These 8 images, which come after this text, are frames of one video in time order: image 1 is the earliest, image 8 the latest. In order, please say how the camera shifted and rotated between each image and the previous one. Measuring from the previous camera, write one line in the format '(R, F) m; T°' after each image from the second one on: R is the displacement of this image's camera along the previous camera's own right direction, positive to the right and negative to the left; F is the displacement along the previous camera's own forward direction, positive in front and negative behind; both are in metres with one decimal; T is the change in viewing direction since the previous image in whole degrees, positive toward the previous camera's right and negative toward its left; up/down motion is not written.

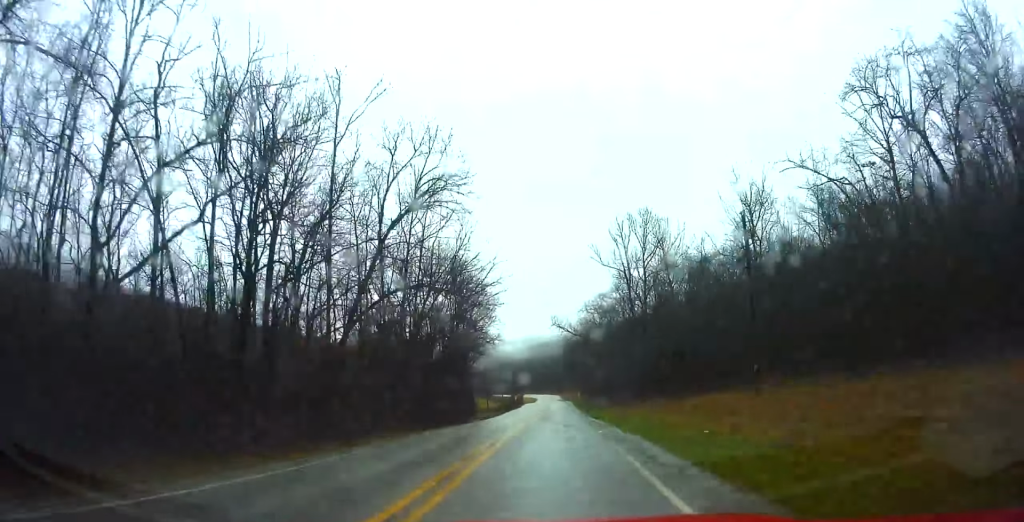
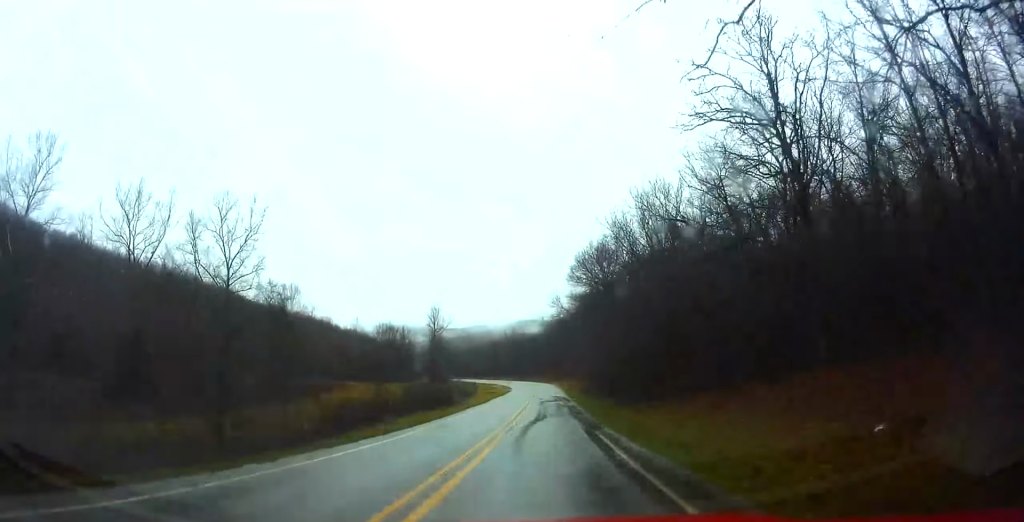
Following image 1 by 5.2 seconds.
(+4.6, +131.7) m; +2°
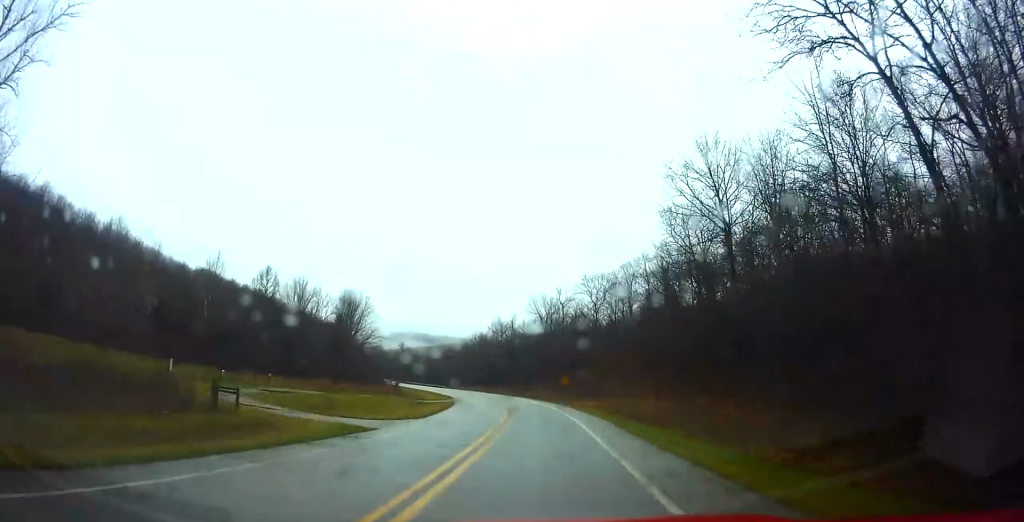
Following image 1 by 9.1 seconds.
(-1.1, +100.8) m; -3°
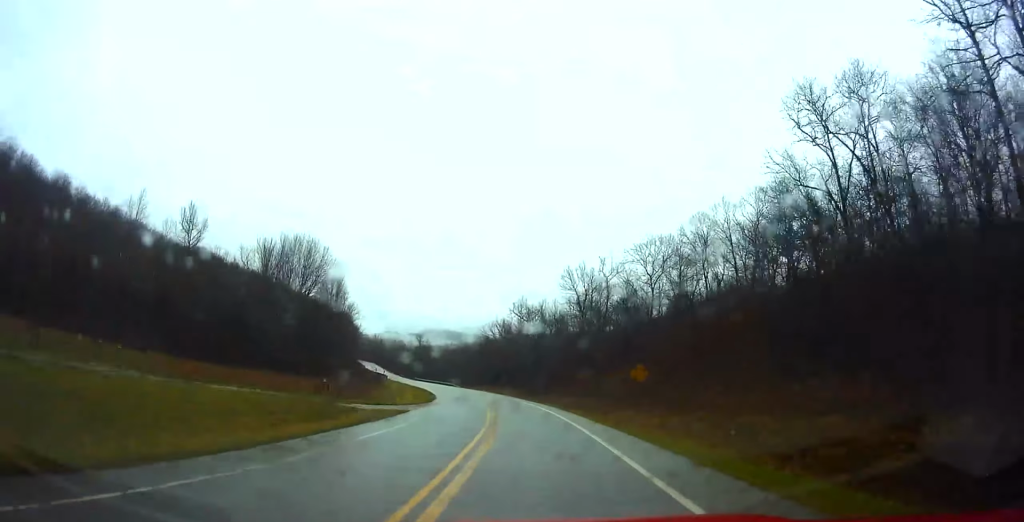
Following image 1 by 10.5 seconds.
(+1.0, +36.2) m; -3°
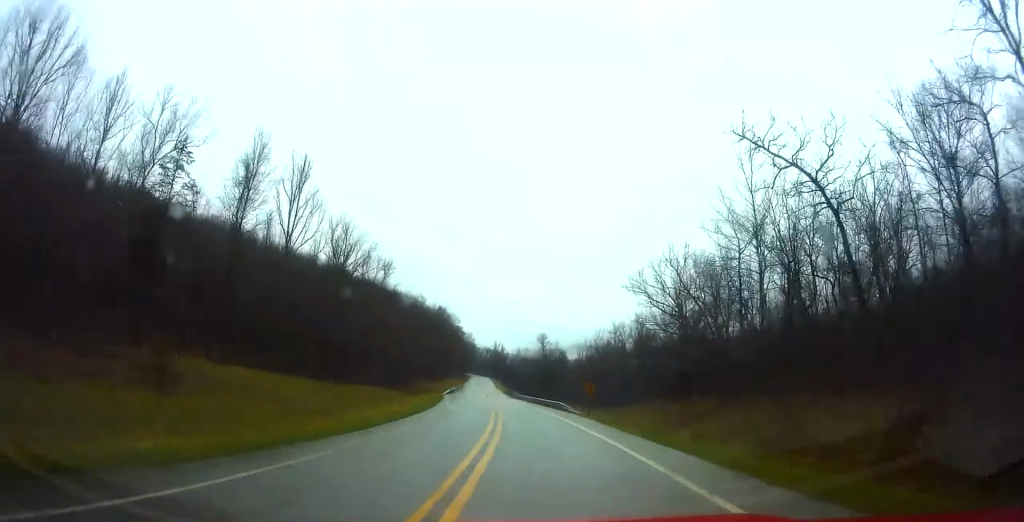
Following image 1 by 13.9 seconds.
(-7.8, +88.5) m; -11°
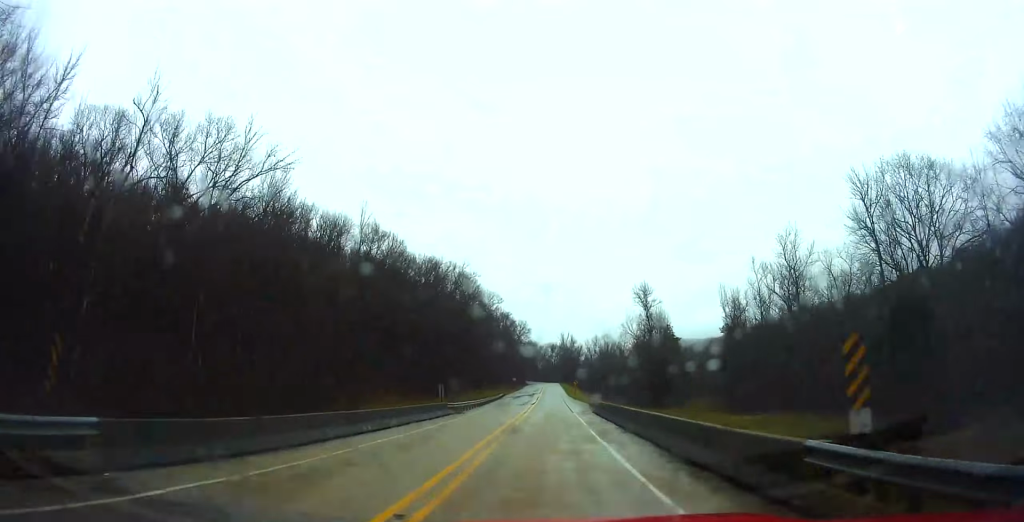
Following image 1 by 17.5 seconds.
(-9.0, +94.7) m; -7°
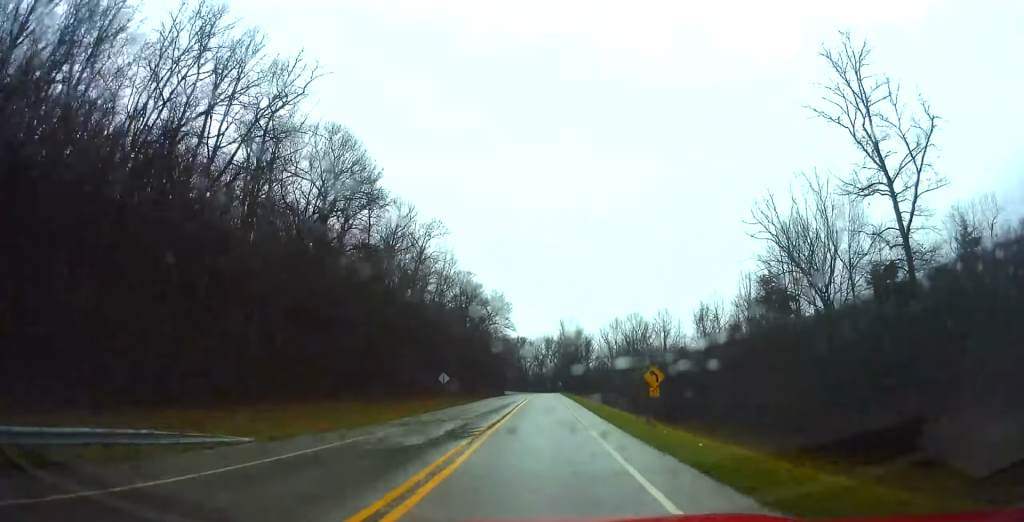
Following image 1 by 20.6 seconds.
(-1.4, +81.3) m; -1°
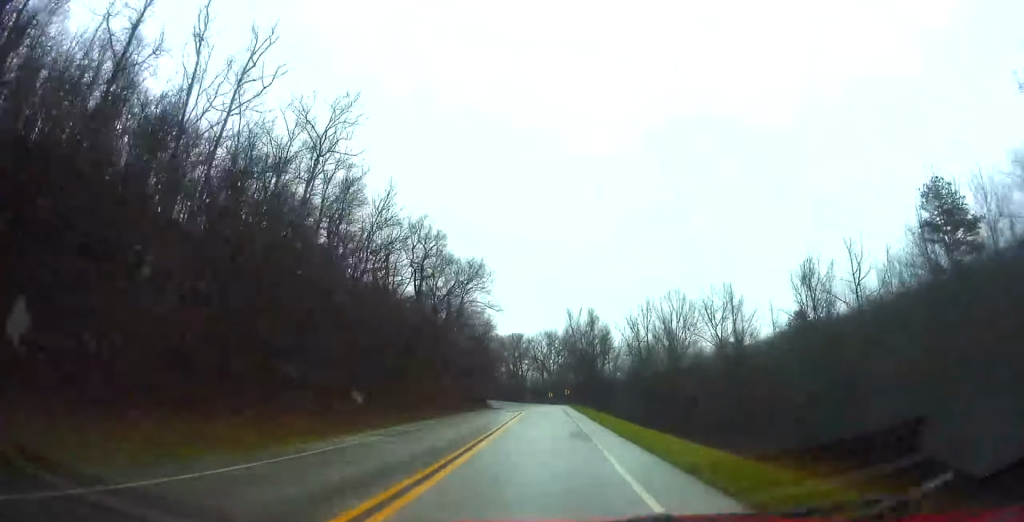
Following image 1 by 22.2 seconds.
(+0.4, +41.1) m; -1°
